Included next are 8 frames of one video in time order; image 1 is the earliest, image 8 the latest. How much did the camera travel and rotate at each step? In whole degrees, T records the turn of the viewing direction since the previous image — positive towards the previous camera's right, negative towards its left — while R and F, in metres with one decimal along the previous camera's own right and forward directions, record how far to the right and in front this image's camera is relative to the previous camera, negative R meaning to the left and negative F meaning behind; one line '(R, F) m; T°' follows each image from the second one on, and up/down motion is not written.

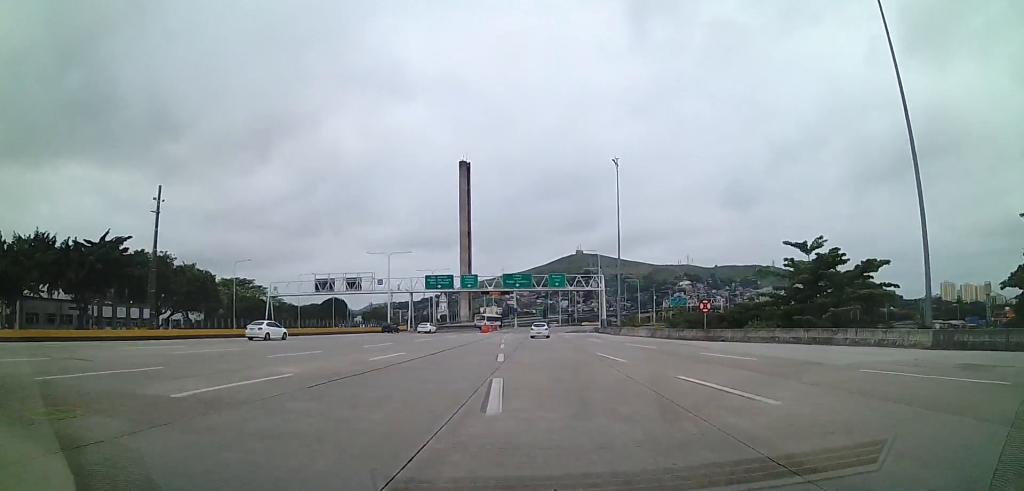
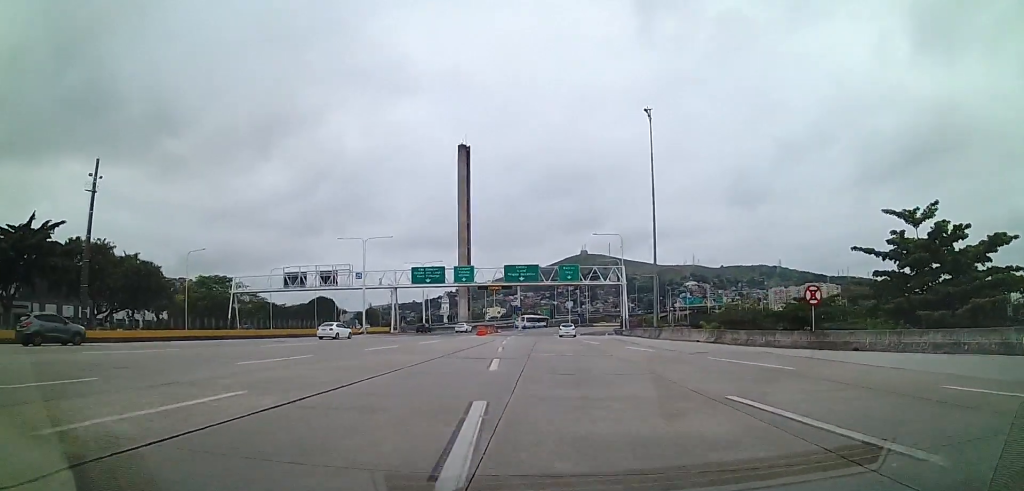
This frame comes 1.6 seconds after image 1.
(+0.2, +17.1) m; +1°
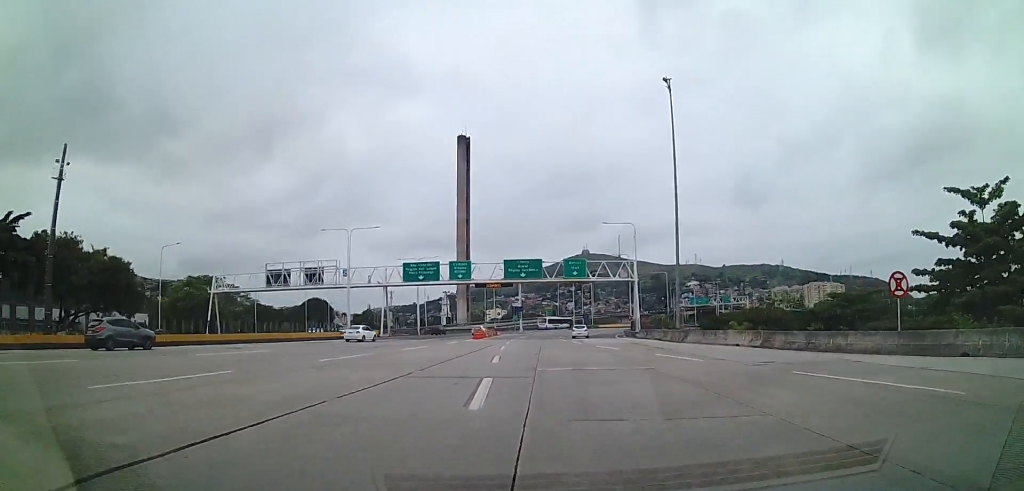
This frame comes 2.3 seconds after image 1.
(-0.1, +7.2) m; -1°
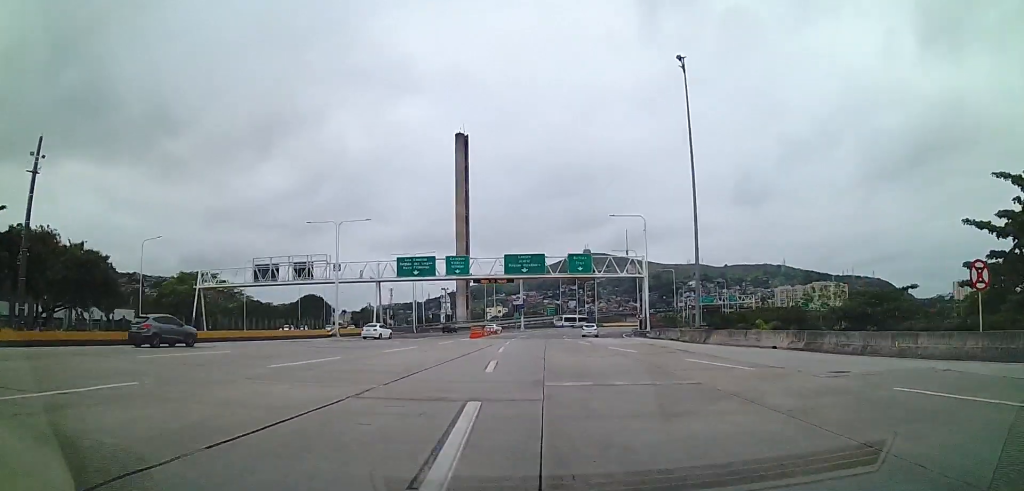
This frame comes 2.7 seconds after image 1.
(0.0, +4.7) m; 0°
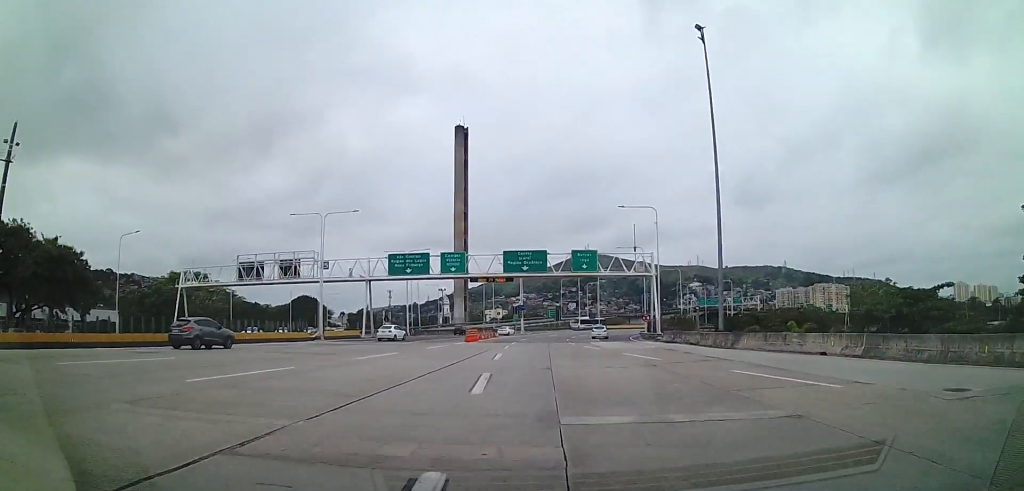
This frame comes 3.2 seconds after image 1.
(-0.1, +4.9) m; 0°
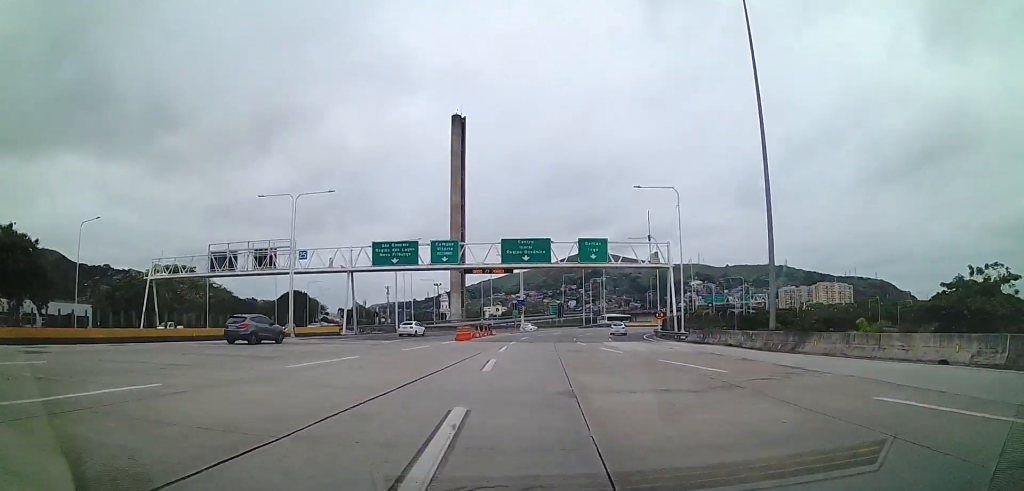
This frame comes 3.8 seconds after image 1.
(0.0, +7.7) m; 0°
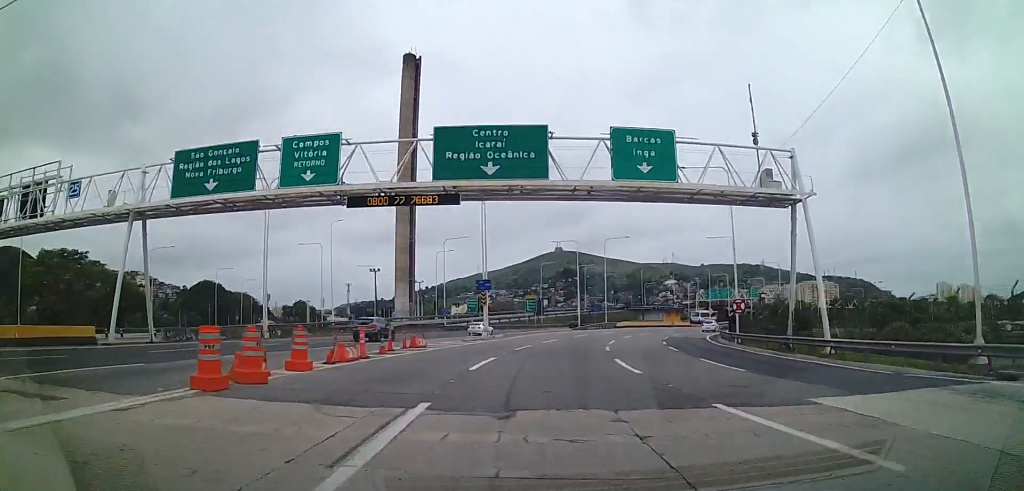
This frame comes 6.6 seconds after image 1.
(+0.5, +34.0) m; +2°
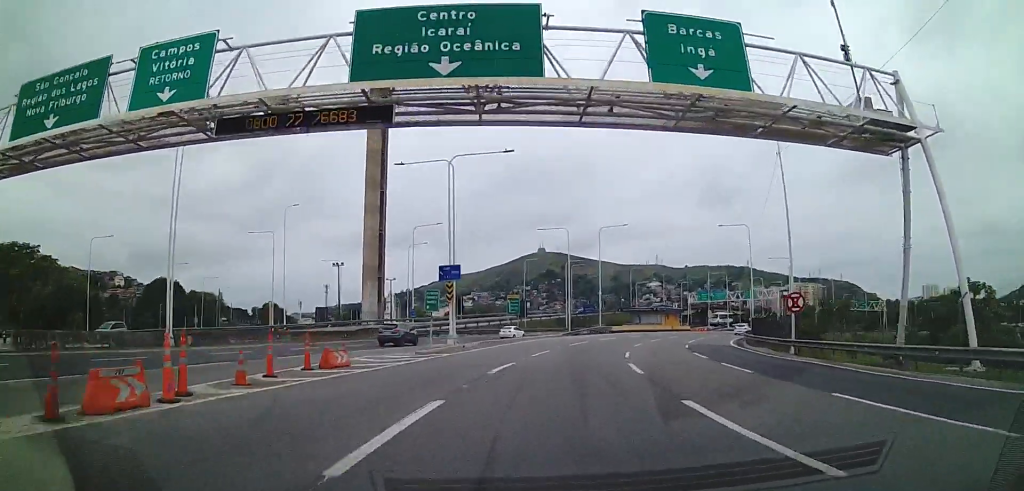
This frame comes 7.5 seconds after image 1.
(-0.1, +11.1) m; 0°
